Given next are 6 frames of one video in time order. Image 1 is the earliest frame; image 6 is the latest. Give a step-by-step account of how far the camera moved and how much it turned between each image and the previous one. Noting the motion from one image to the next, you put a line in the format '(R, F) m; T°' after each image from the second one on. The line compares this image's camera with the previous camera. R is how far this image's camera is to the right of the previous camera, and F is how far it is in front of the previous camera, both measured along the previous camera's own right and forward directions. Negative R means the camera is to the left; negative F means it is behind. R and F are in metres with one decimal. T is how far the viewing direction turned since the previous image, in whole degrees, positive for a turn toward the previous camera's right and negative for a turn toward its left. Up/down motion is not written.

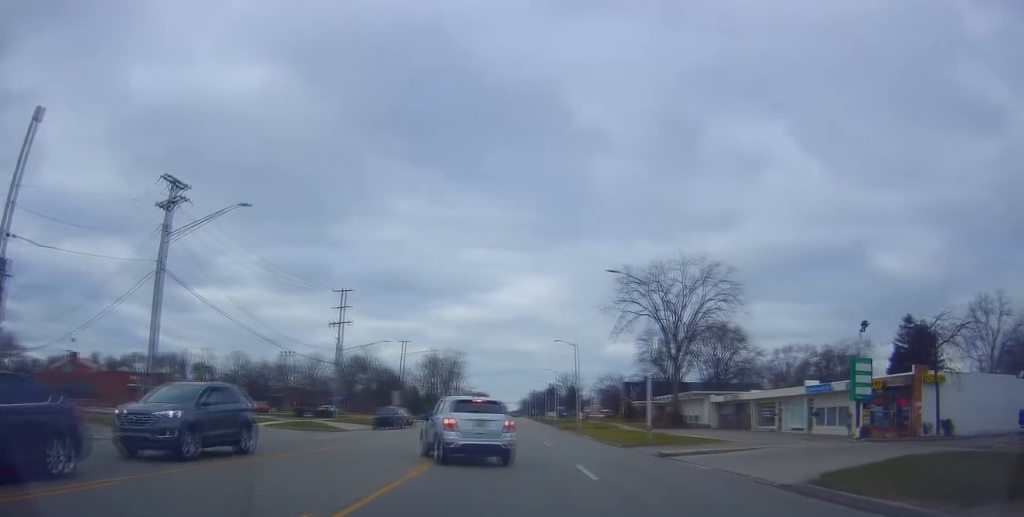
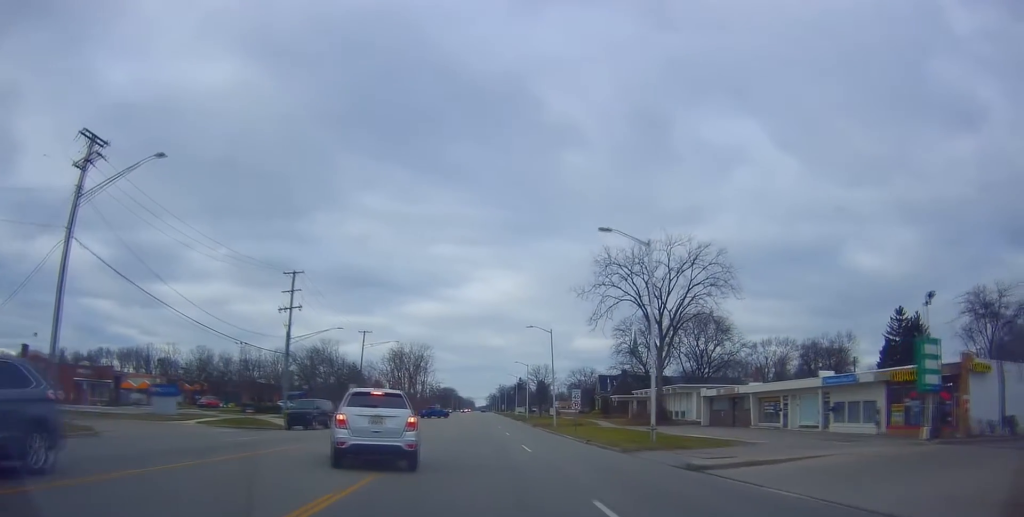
(+0.3, +7.1) m; +1°
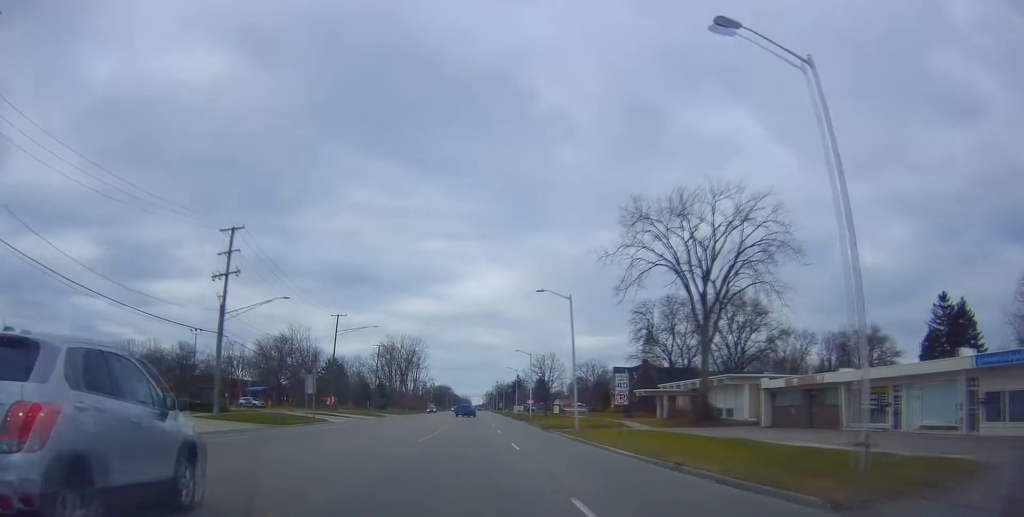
(+0.3, +15.2) m; +4°
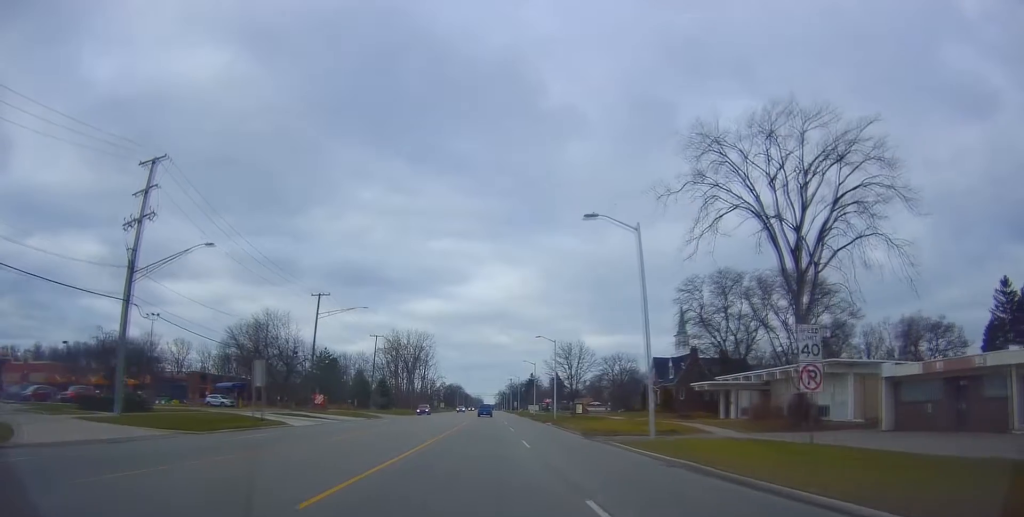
(+0.1, +15.3) m; 0°
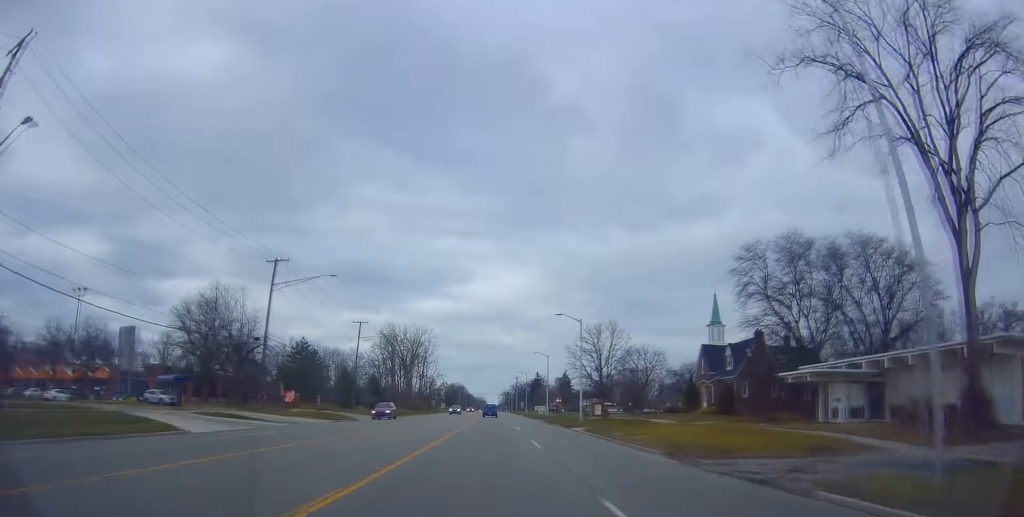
(0.0, +16.4) m; 0°
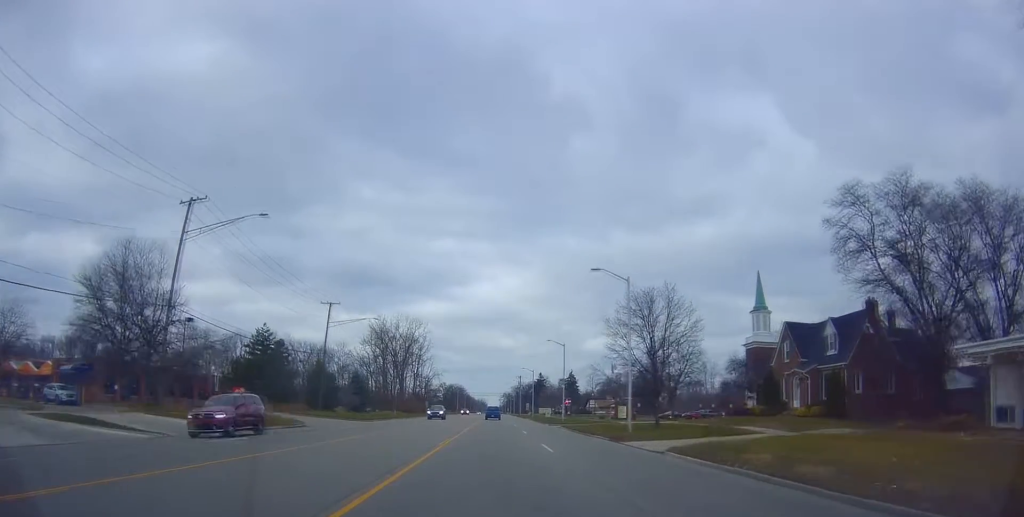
(0.0, +18.0) m; 0°
